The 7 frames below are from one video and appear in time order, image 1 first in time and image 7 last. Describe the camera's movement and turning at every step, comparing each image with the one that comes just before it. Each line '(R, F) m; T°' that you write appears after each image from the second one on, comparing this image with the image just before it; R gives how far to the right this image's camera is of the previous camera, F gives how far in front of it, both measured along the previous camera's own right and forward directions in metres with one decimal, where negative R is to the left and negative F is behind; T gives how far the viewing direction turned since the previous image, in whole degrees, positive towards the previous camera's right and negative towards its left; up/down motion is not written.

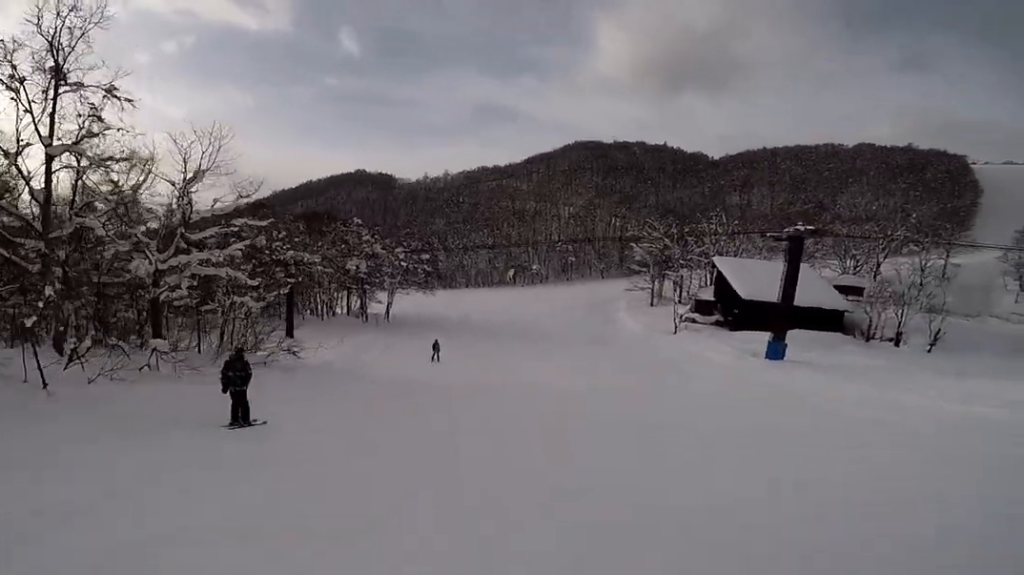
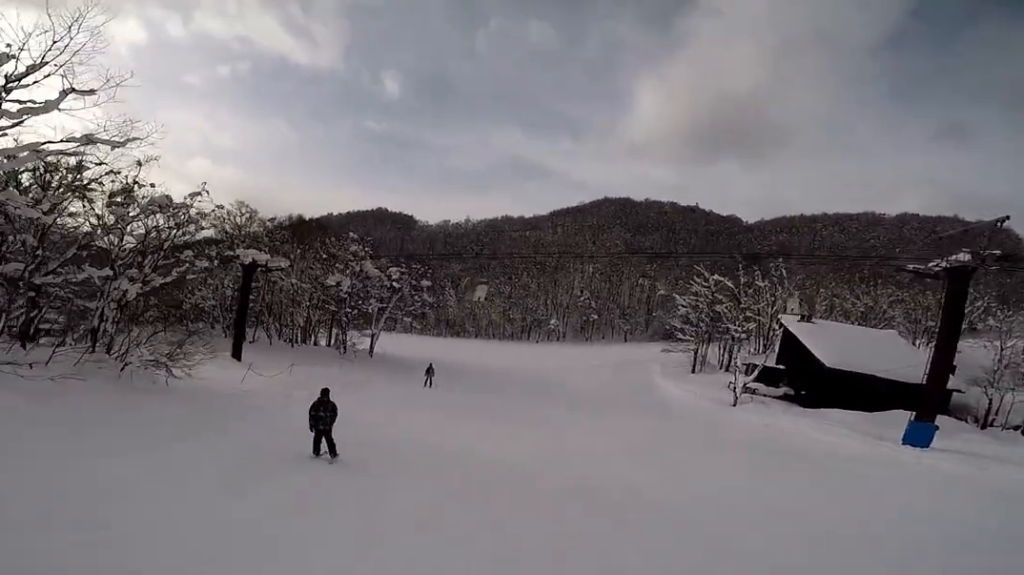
(-0.8, +10.4) m; -5°
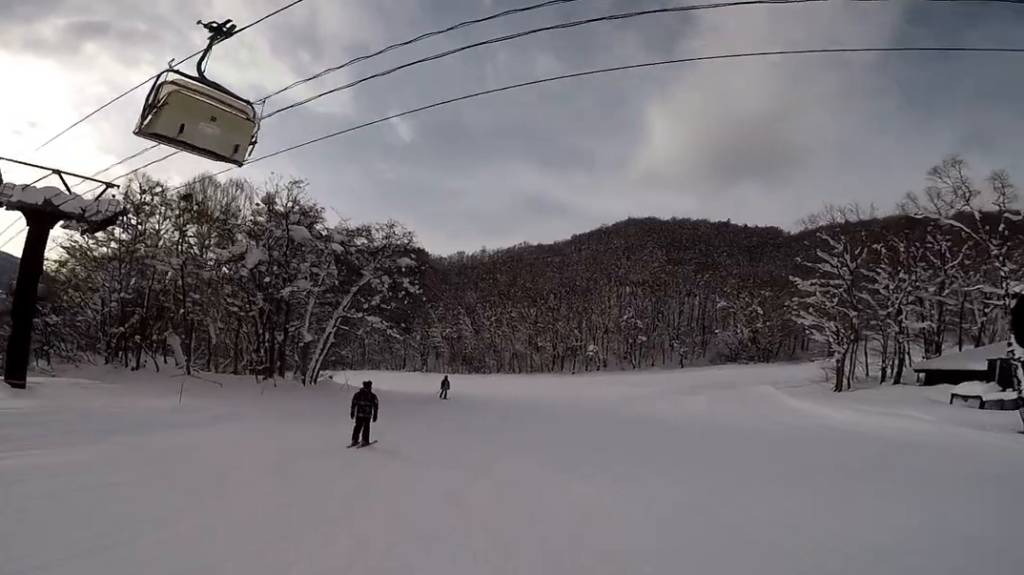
(+0.1, +17.6) m; +2°
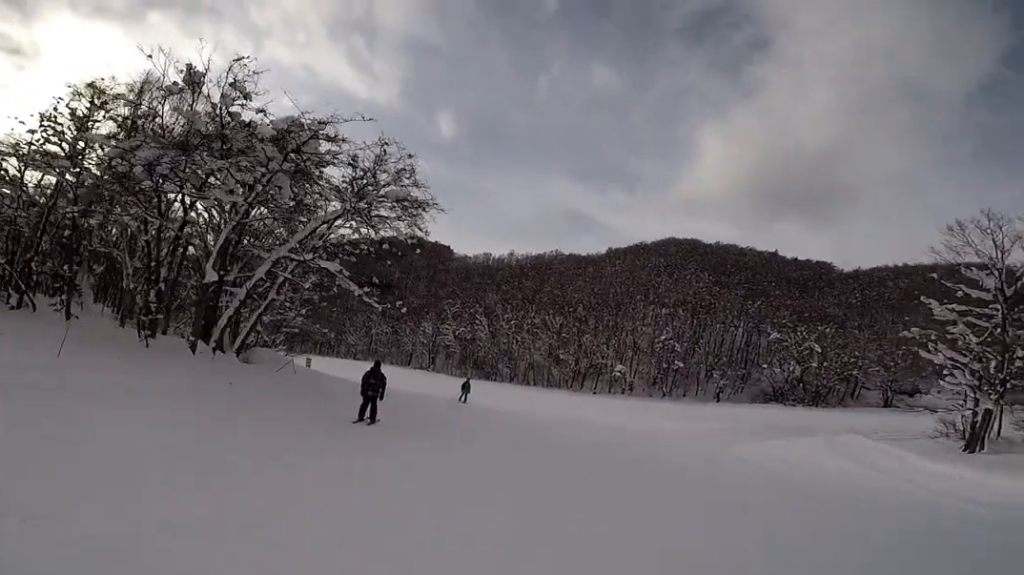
(0.0, +8.7) m; +2°
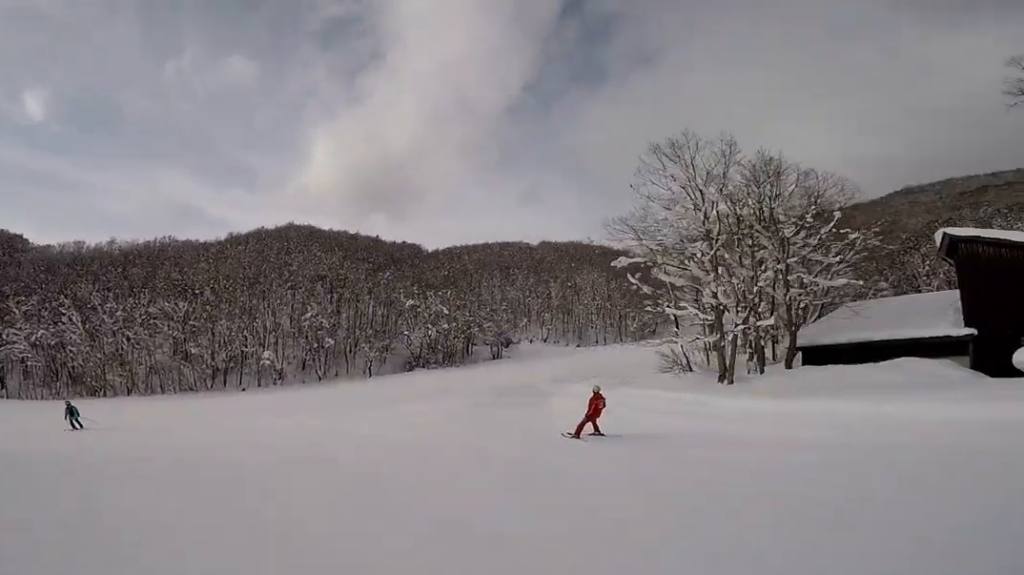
(-1.2, +14.9) m; -9°
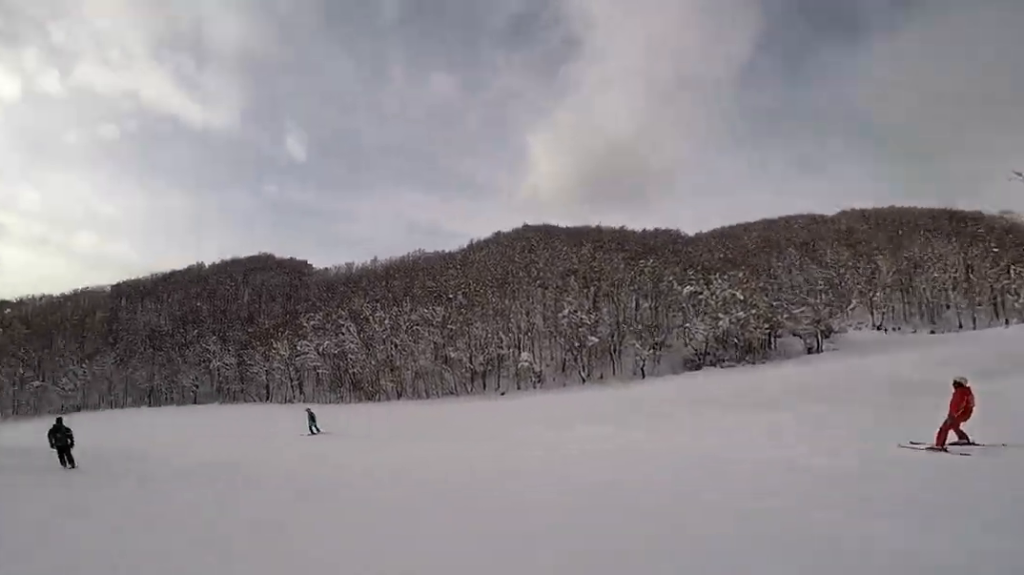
(-0.1, +5.5) m; -4°
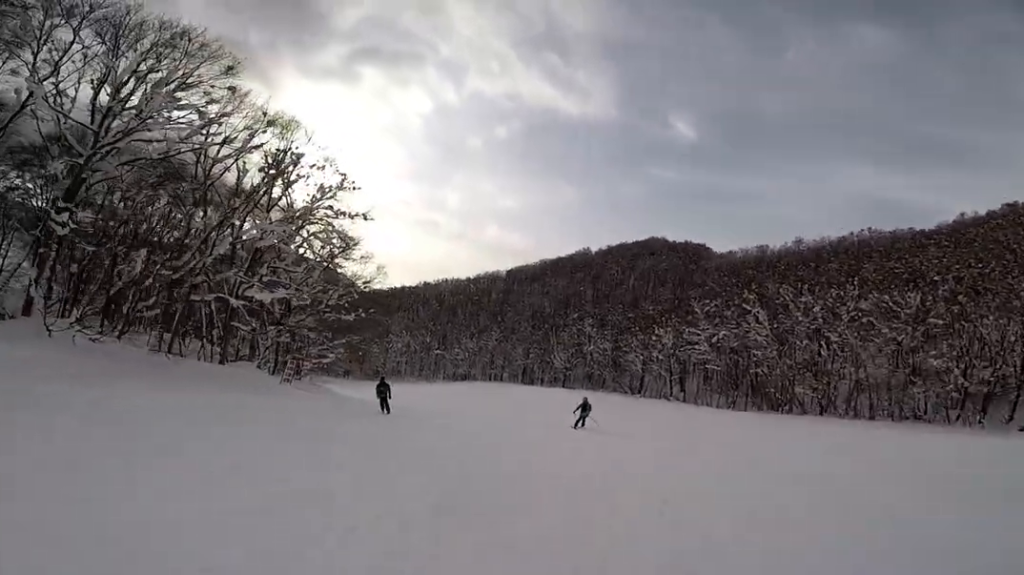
(+0.2, +7.2) m; -12°
